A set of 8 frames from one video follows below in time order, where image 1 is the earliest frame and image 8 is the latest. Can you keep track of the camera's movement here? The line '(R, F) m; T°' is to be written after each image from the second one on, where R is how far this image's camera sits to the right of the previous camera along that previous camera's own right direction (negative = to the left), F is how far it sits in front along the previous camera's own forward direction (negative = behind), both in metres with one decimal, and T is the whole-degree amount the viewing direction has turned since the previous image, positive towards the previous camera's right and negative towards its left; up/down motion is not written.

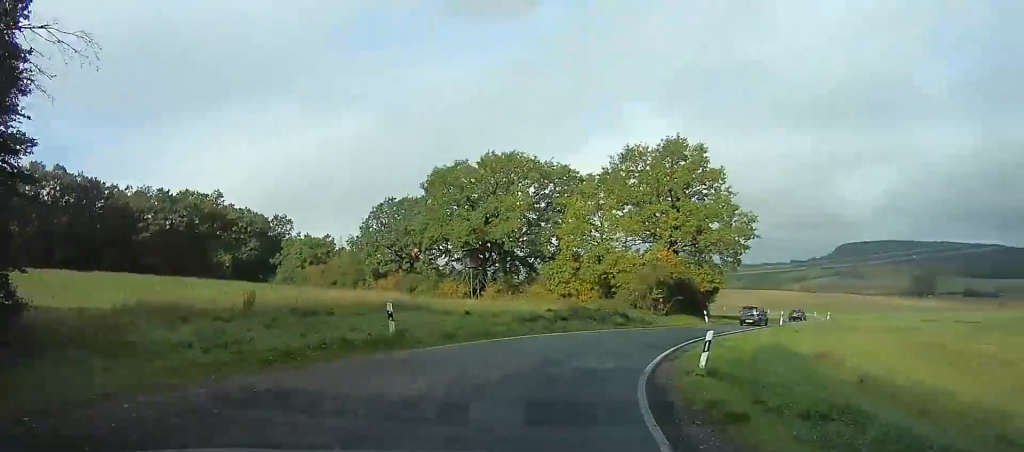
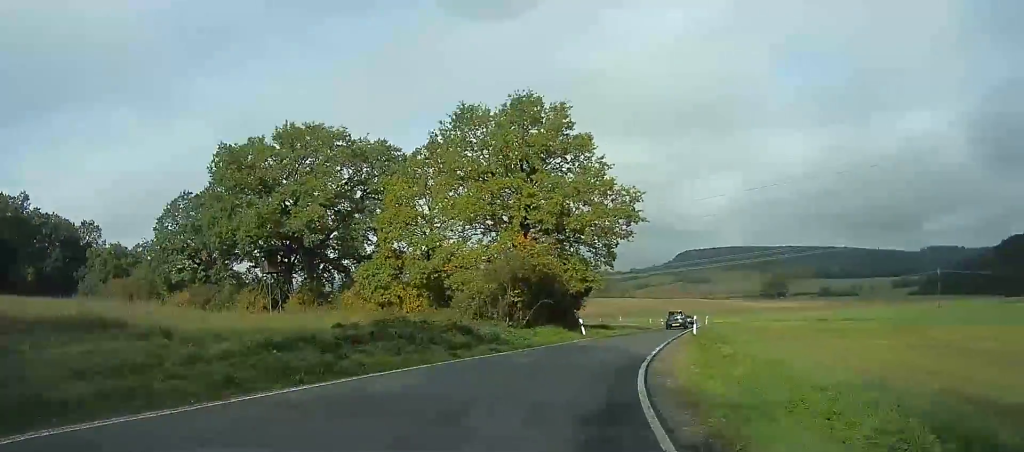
(0.0, +10.9) m; 0°
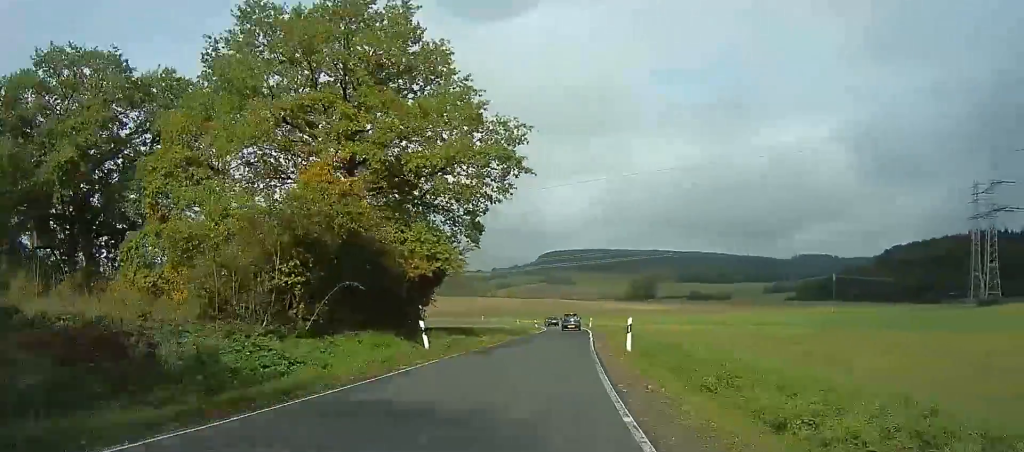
(0.0, +11.1) m; 0°
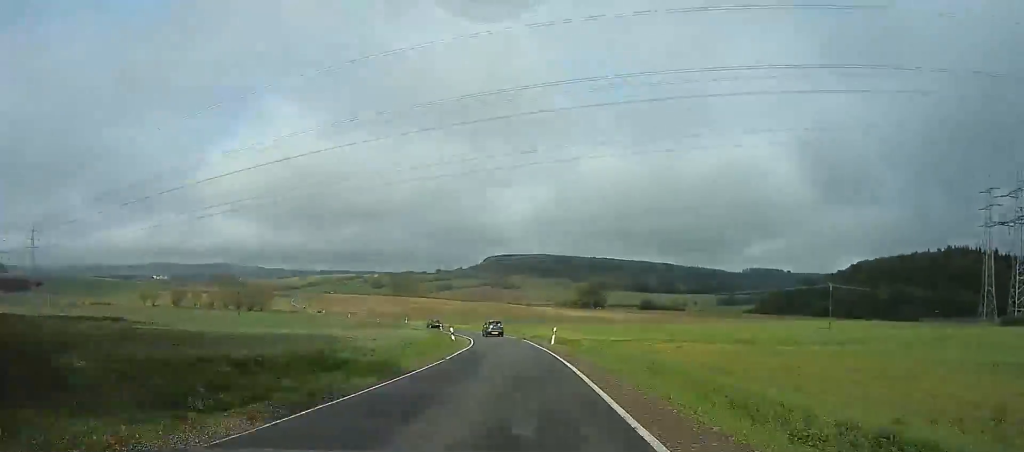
(0.0, +23.0) m; 0°
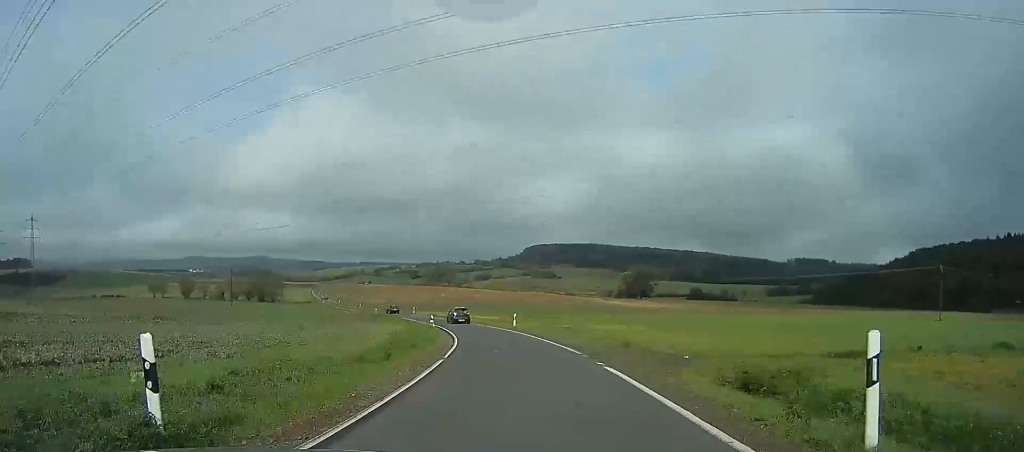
(0.0, +23.3) m; 0°
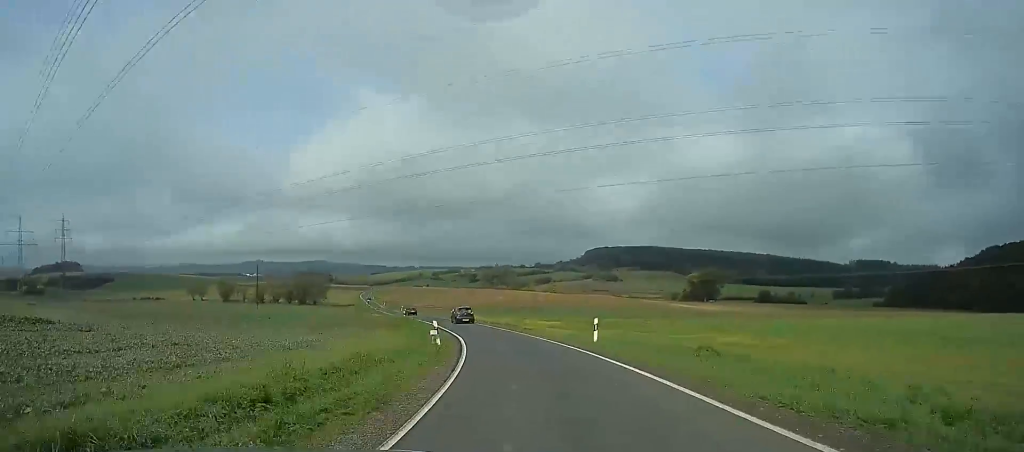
(0.0, +15.1) m; 0°
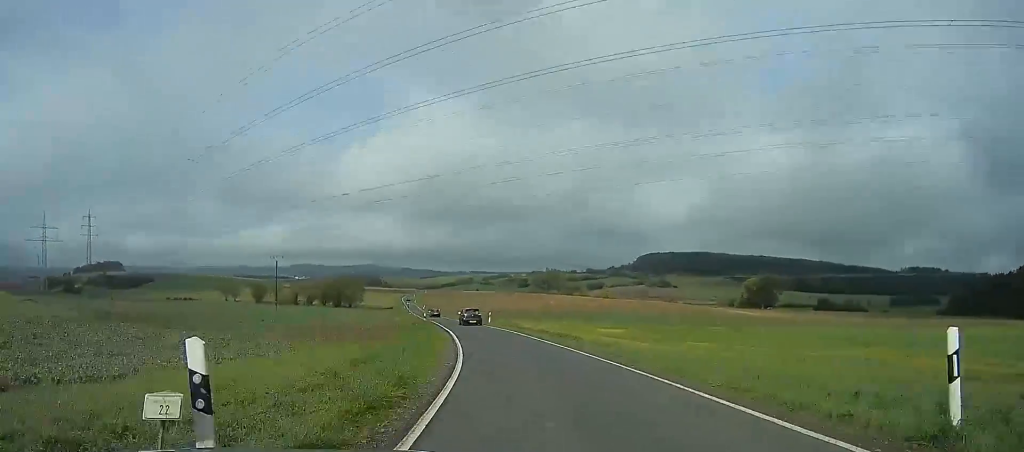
(0.0, +13.8) m; 0°
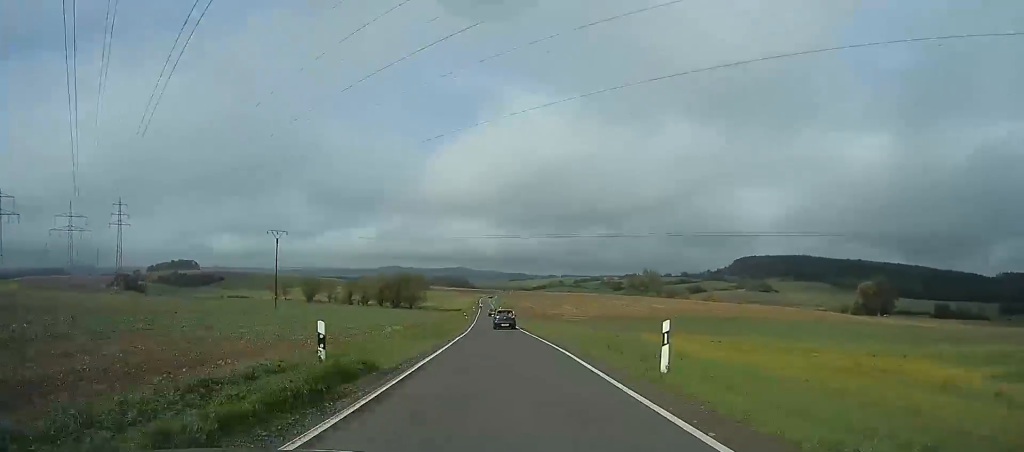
(0.0, +33.8) m; 0°
